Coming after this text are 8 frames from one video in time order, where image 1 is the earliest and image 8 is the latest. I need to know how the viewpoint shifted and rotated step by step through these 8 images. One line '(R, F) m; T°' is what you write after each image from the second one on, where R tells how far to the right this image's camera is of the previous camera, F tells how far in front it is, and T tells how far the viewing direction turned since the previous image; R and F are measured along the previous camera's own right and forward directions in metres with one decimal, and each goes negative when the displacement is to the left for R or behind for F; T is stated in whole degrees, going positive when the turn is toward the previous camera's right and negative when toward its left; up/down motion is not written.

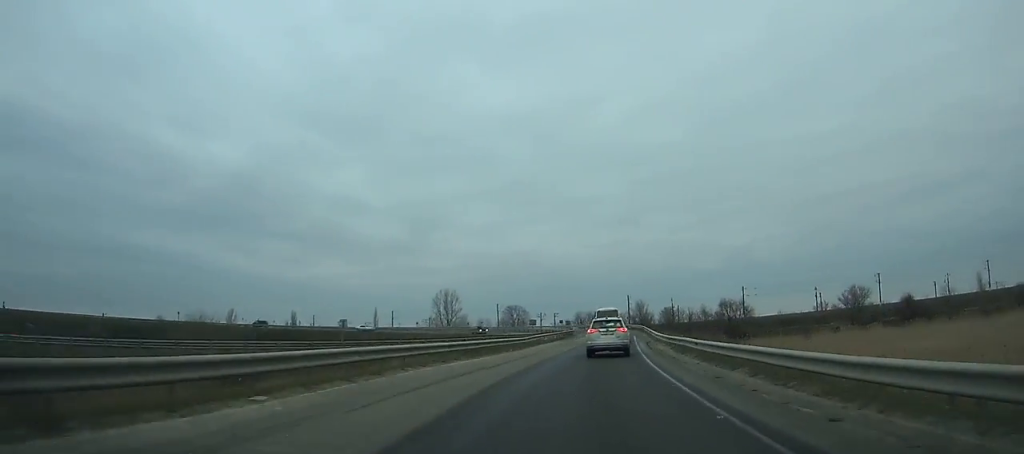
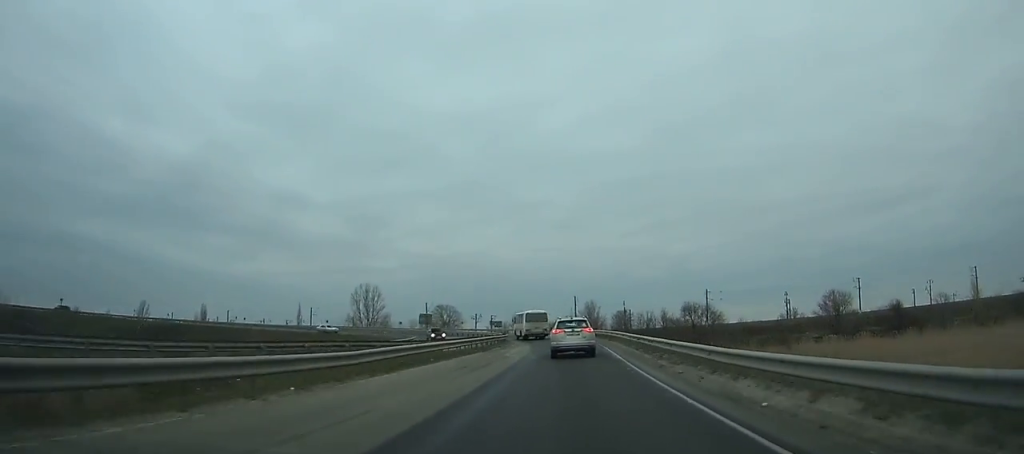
(+0.9, +21.8) m; +1°
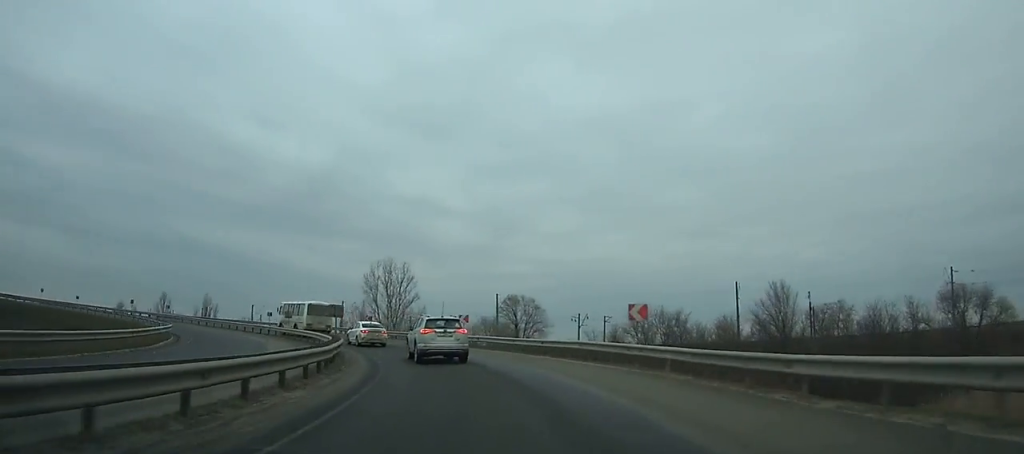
(-5.2, +59.6) m; -23°
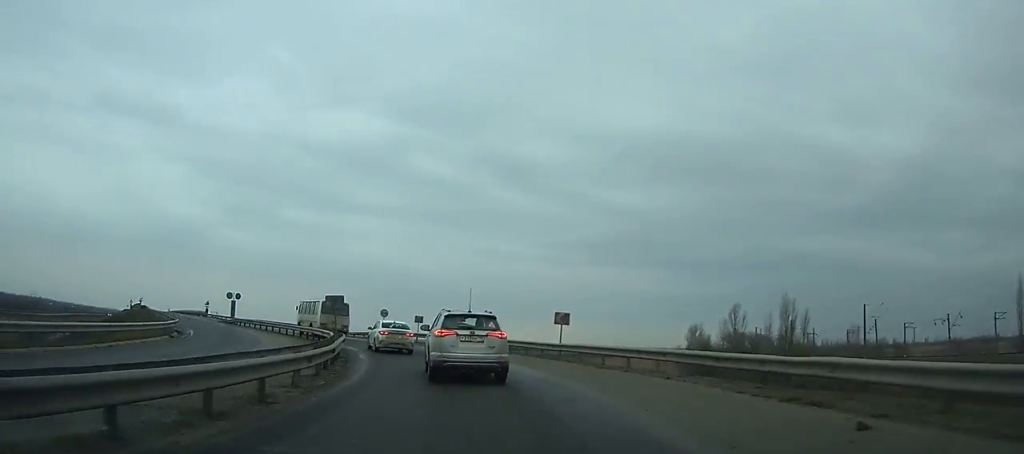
(-26.4, +52.4) m; -56°
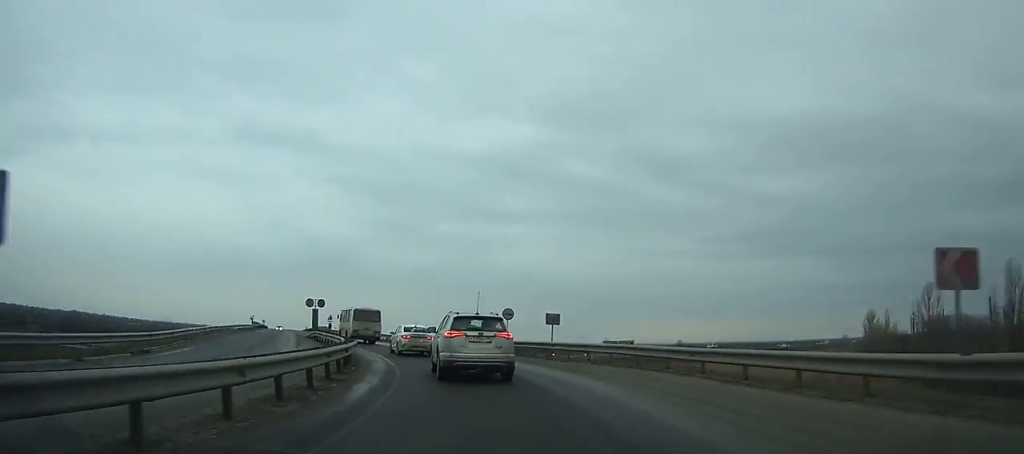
(-0.7, +17.0) m; -17°
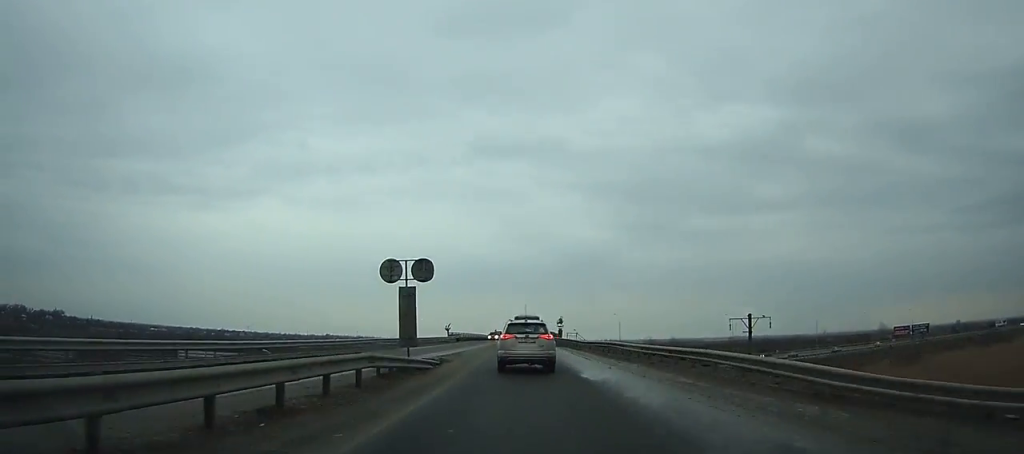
(-9.5, +32.5) m; -18°
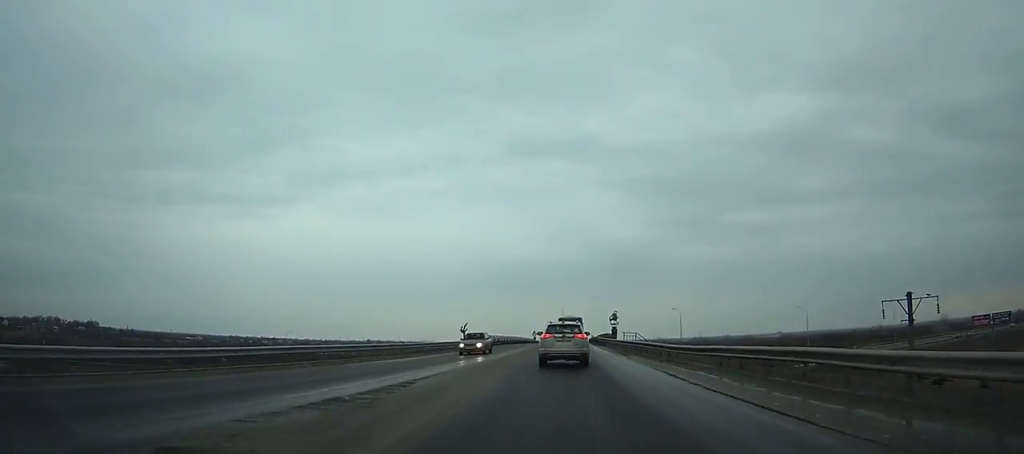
(-0.6, +20.9) m; -1°
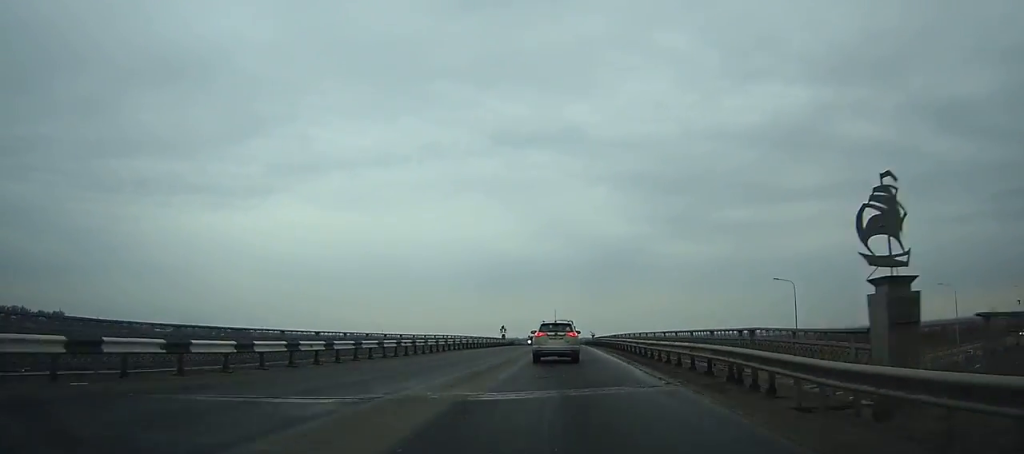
(+0.5, +53.5) m; +1°
